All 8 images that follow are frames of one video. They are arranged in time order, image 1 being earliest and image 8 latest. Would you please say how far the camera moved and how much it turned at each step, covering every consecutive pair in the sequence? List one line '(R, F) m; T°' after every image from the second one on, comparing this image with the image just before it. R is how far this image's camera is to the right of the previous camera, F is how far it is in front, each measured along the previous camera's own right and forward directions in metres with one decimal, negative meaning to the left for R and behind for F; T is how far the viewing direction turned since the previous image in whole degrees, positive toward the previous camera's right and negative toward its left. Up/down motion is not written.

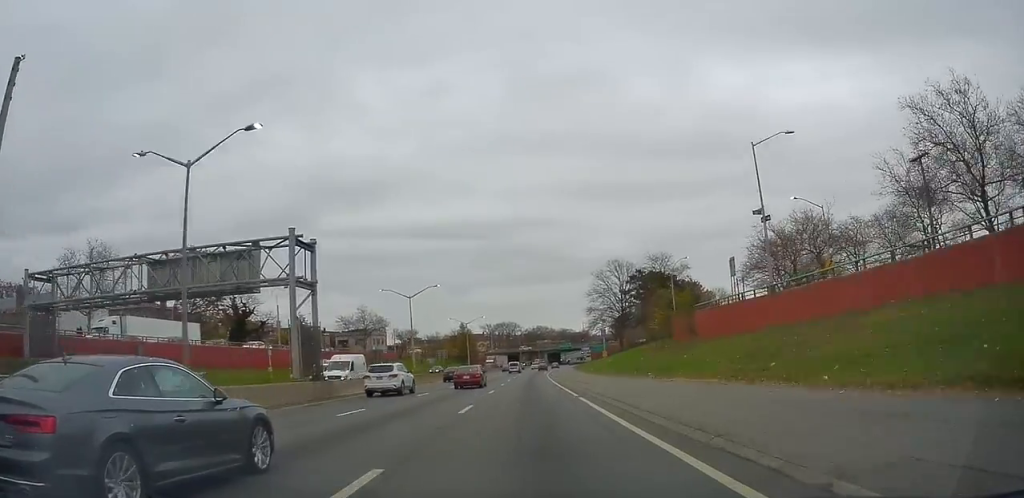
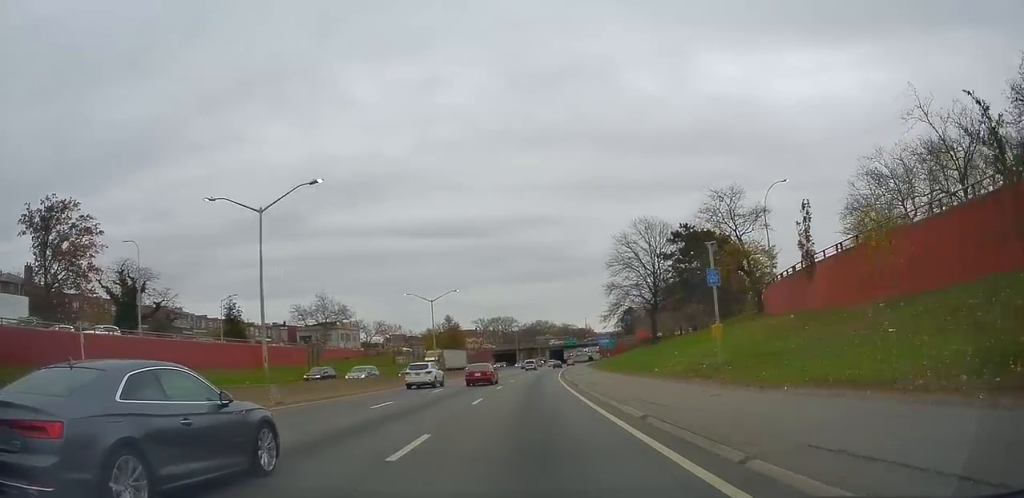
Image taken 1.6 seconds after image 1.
(-0.2, +31.9) m; 0°
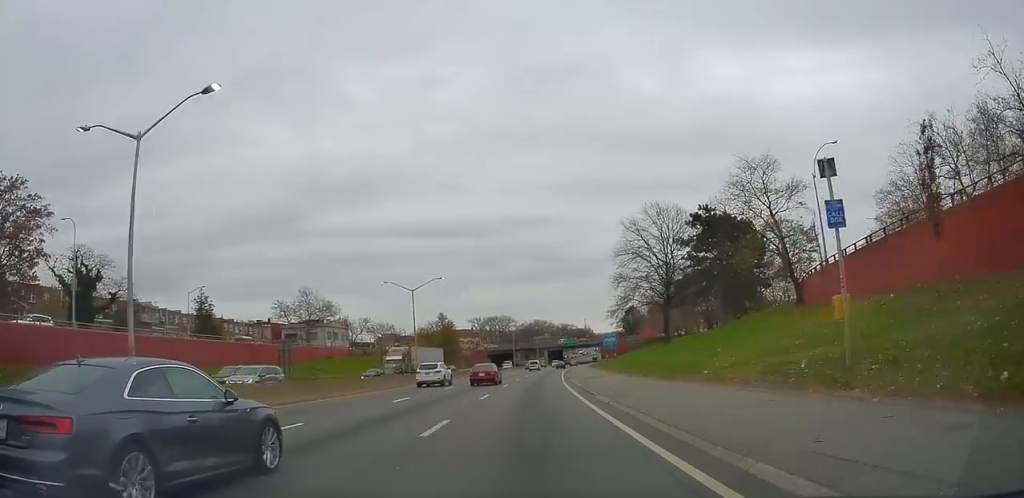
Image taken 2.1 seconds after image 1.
(+0.2, +9.1) m; 0°
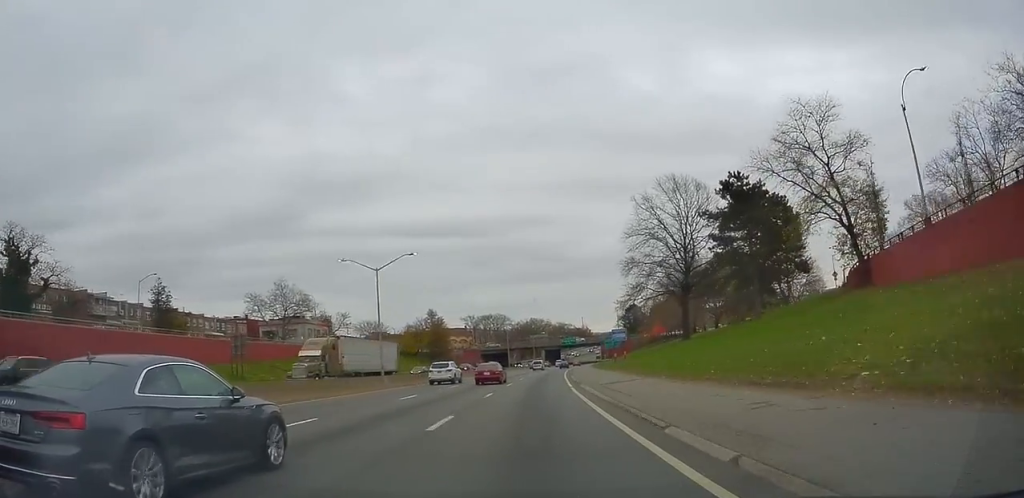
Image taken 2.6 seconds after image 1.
(+0.2, +11.1) m; 0°
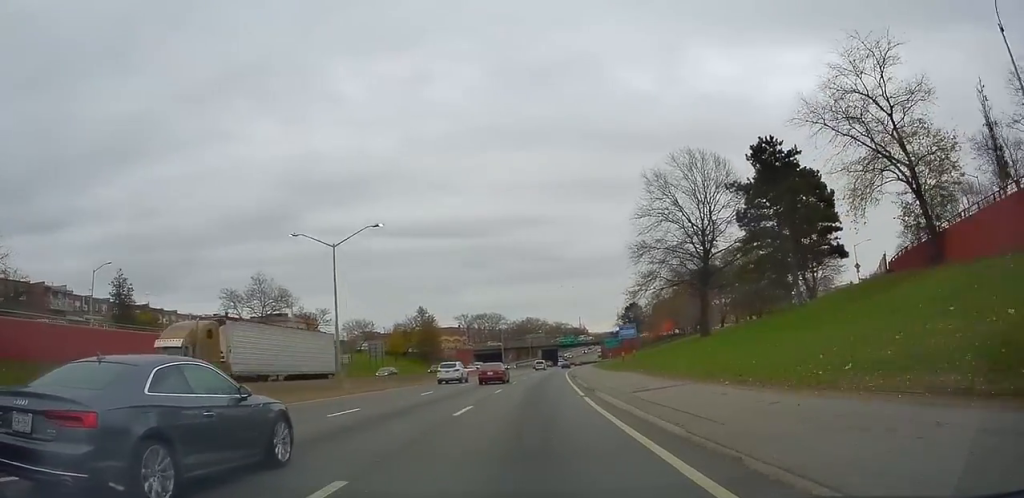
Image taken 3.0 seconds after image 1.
(-0.2, +8.5) m; 0°
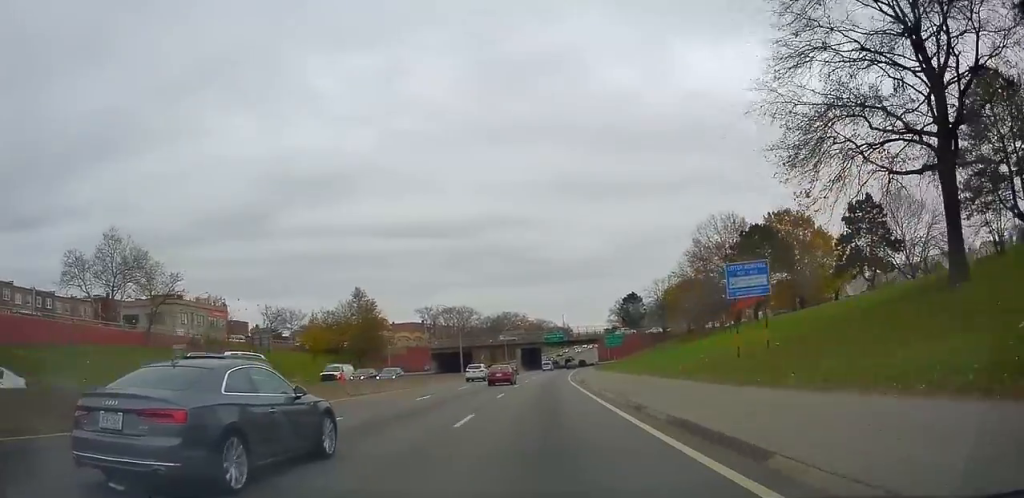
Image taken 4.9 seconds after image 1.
(+0.4, +38.1) m; +1°
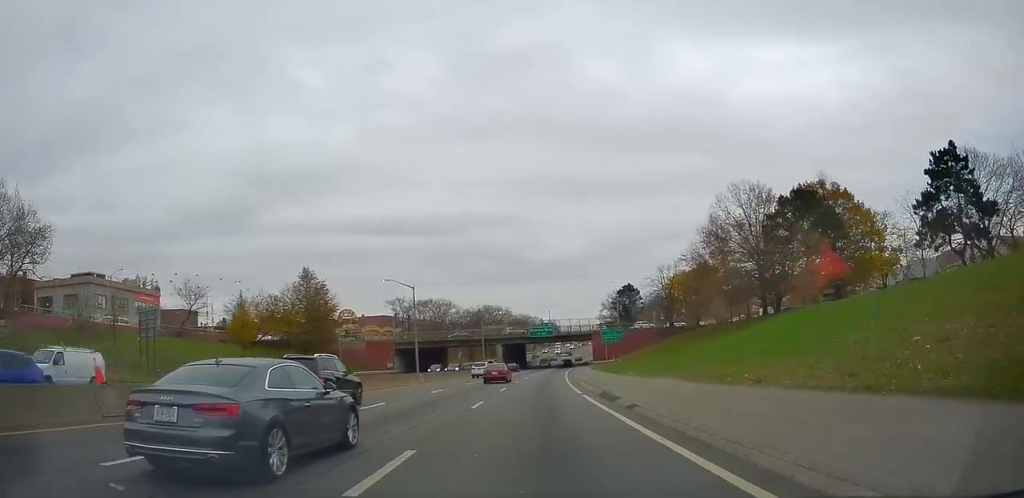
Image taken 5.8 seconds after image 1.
(0.0, +18.8) m; 0°
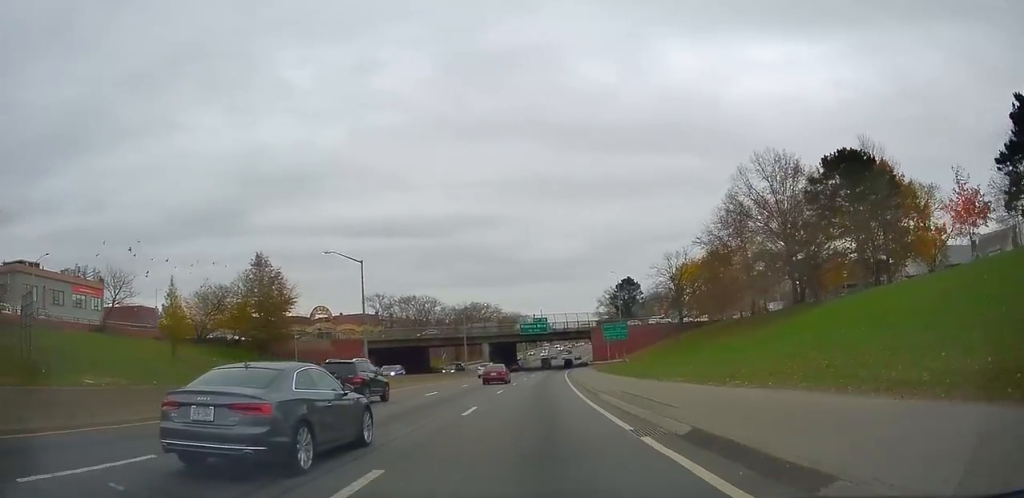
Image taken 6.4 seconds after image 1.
(0.0, +13.3) m; +1°
